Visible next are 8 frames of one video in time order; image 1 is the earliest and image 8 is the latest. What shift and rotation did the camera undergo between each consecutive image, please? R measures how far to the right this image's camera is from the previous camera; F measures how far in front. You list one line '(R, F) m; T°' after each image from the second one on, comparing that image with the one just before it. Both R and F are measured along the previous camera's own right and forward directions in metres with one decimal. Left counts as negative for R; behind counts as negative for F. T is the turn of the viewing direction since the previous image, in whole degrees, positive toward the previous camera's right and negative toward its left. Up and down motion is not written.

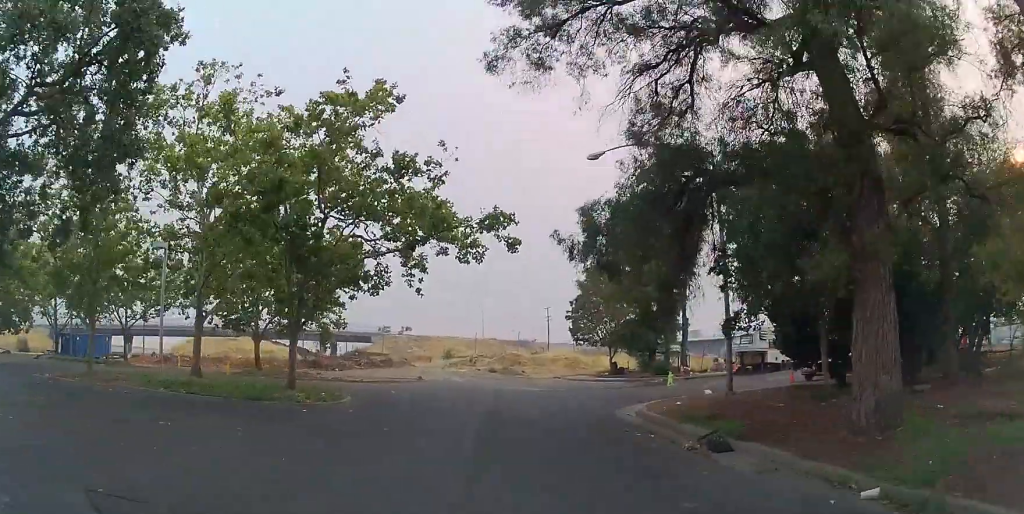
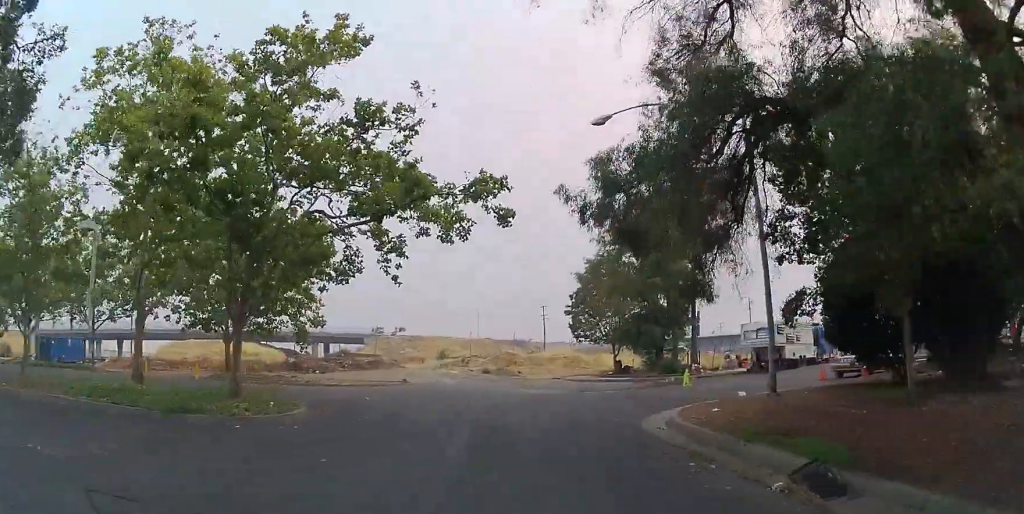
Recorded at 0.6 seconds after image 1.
(0.0, +3.3) m; +1°
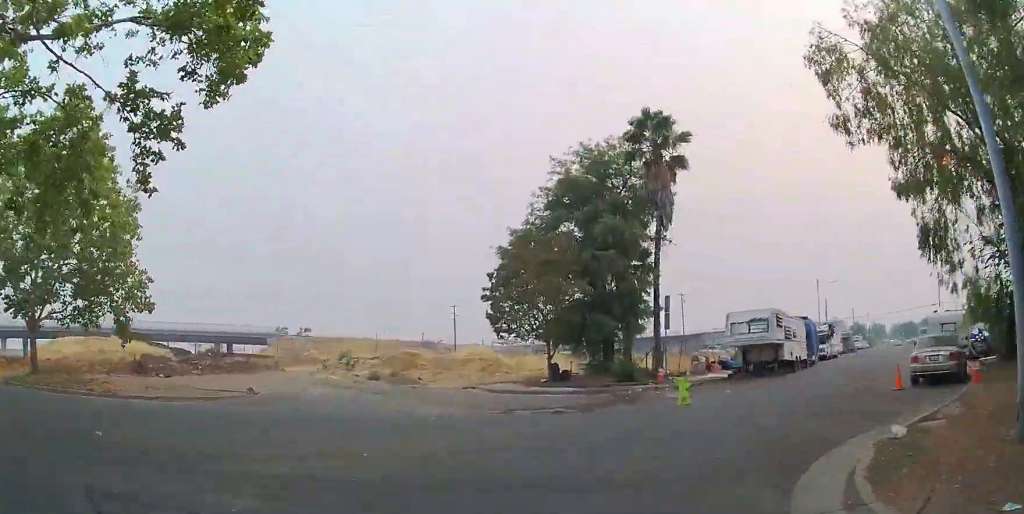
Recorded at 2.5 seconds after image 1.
(+0.6, +10.0) m; +9°
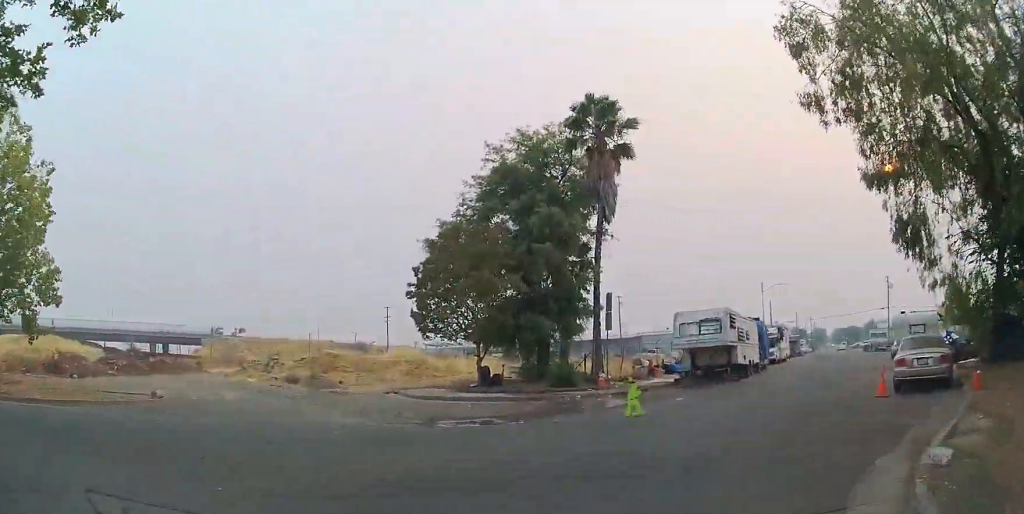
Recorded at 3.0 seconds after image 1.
(0.0, +2.4) m; +4°
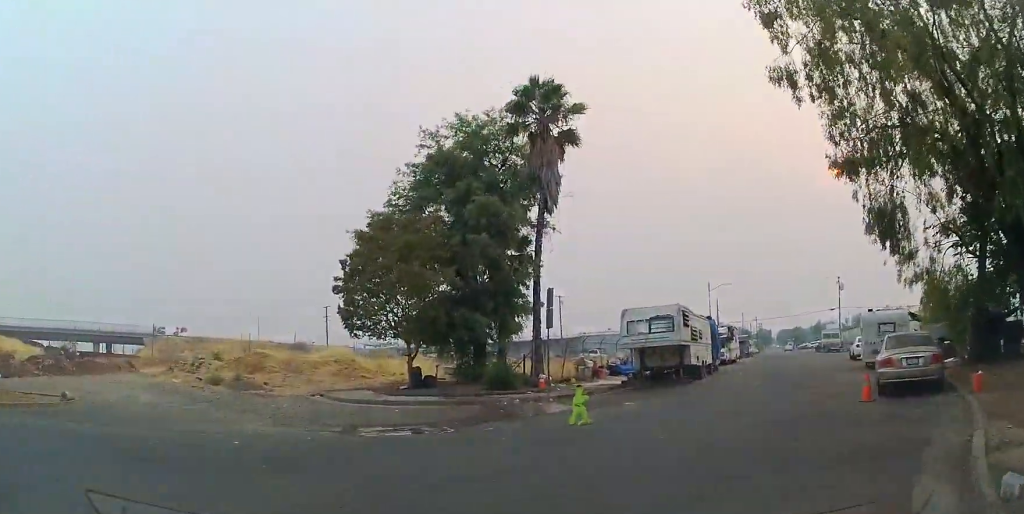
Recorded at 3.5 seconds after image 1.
(+0.1, +2.1) m; +4°
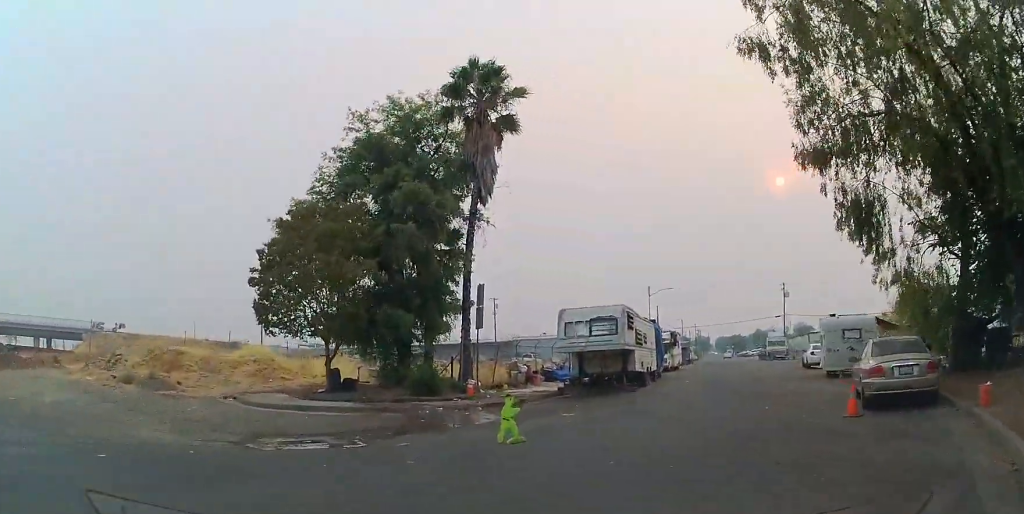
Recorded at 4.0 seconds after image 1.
(+0.1, +2.4) m; +5°
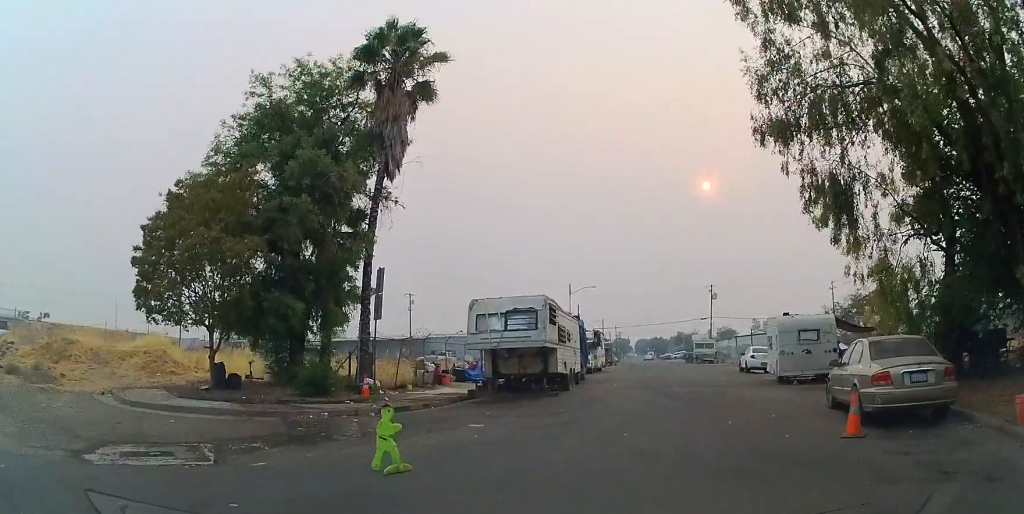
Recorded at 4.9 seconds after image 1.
(+0.2, +3.3) m; +8°
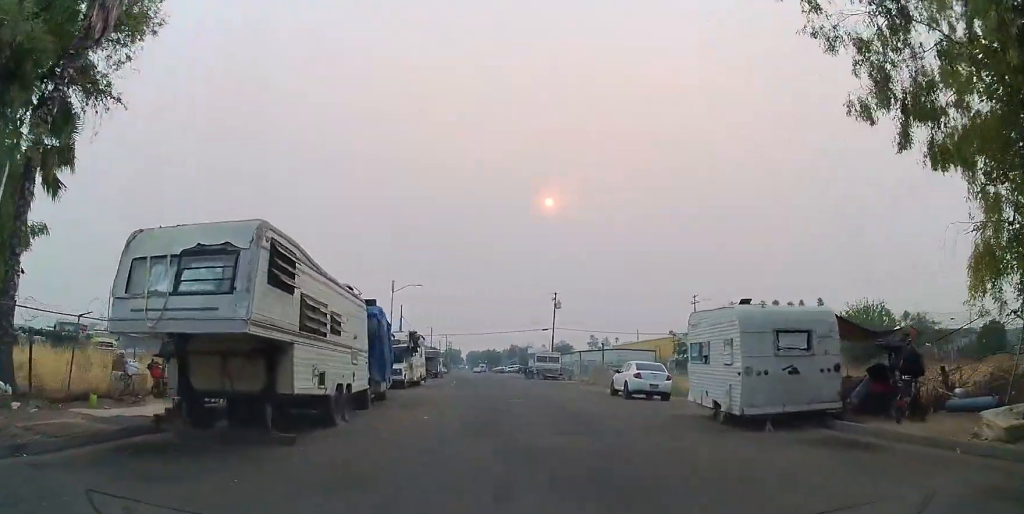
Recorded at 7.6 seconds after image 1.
(+1.9, +9.4) m; +18°
